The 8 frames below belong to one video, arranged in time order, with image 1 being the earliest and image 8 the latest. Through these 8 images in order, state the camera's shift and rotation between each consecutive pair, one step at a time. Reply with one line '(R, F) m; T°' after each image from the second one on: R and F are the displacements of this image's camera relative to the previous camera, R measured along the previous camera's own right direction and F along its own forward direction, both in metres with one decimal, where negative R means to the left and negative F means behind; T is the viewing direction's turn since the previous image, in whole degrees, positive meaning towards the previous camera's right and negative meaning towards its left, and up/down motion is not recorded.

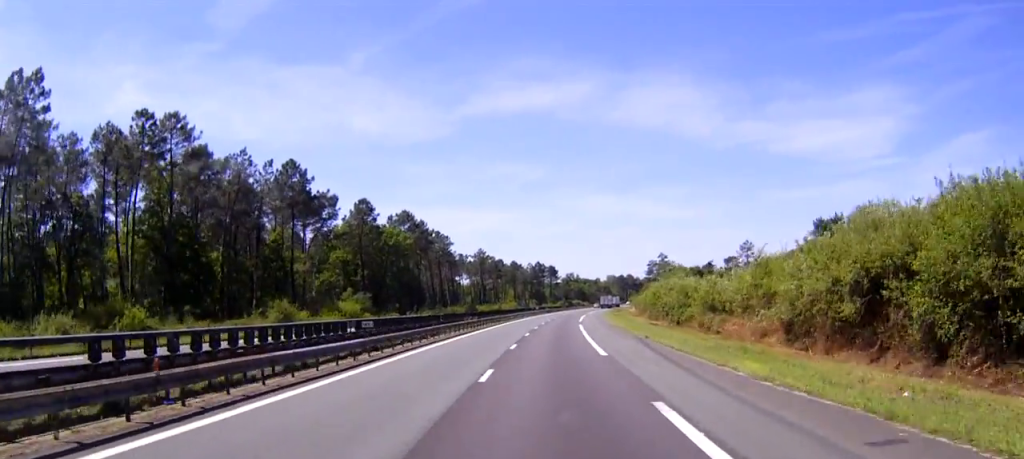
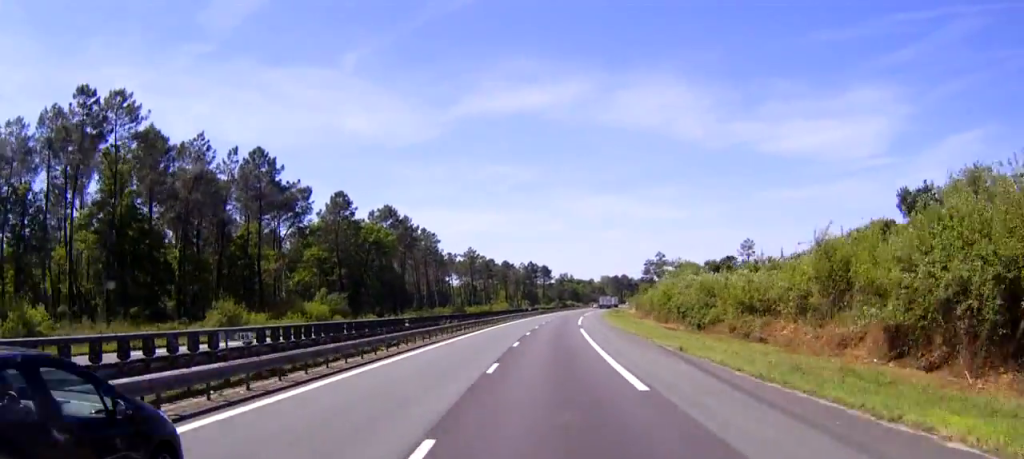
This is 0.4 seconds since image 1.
(0.0, +10.9) m; +1°
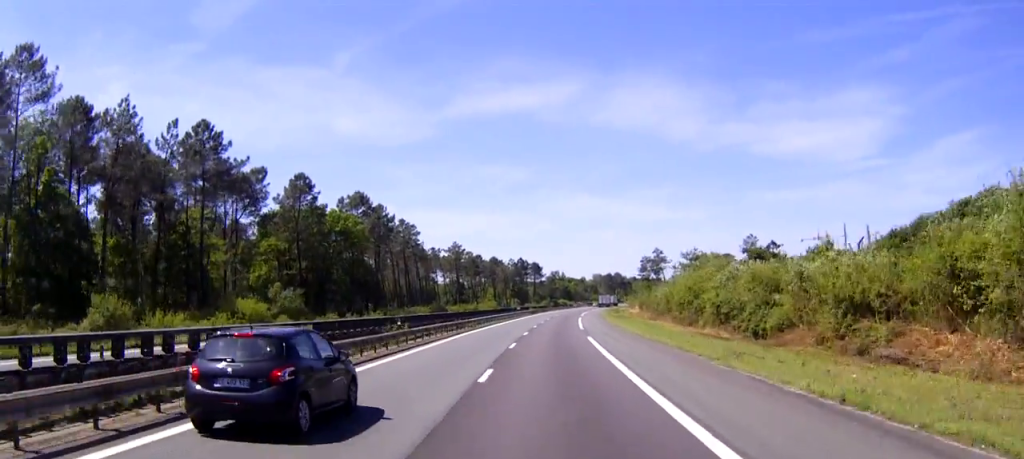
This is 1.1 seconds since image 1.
(-0.1, +16.0) m; +1°
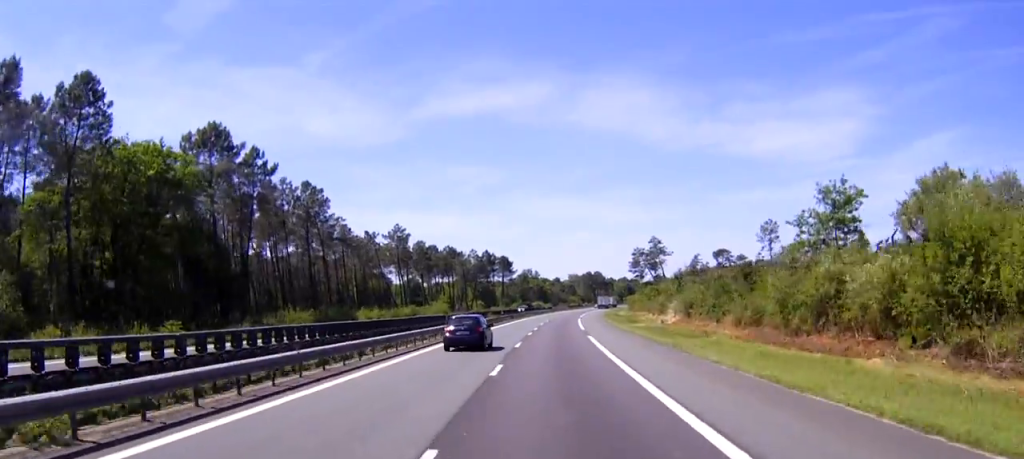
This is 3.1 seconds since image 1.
(+1.6, +50.6) m; +3°
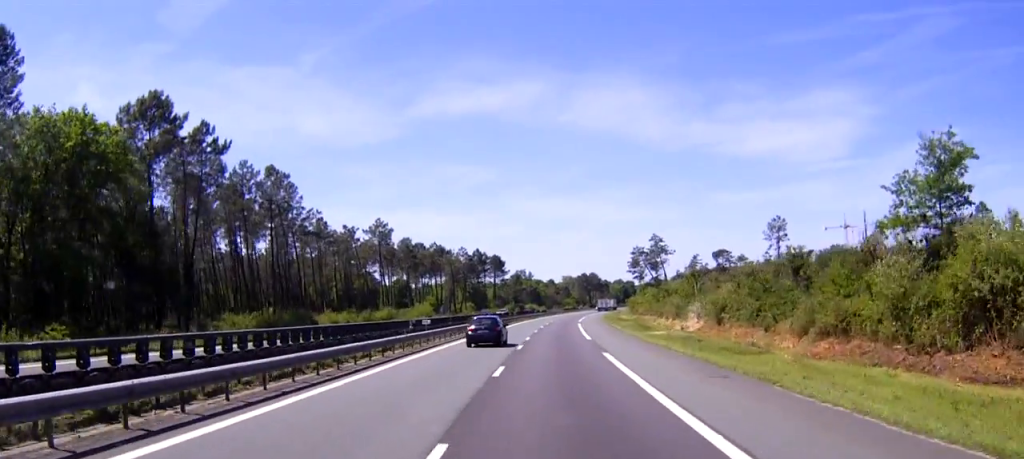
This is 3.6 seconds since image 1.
(+0.2, +12.4) m; +1°
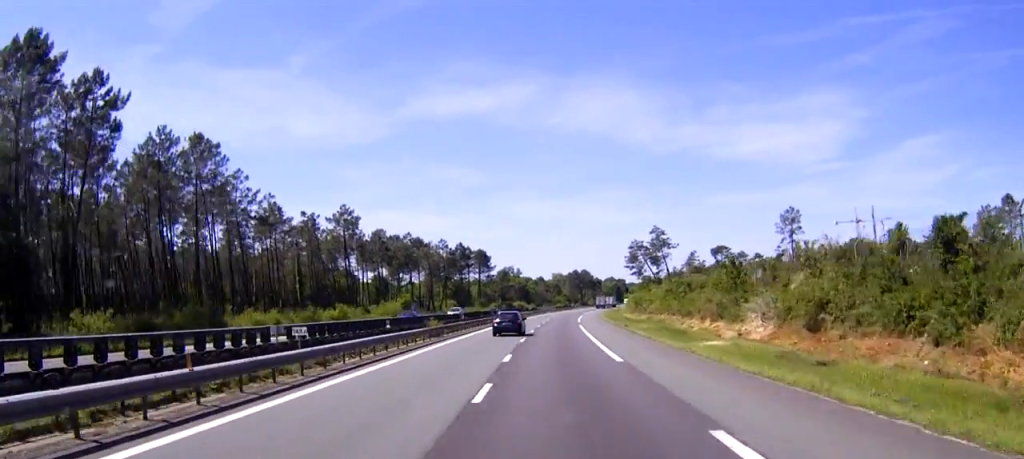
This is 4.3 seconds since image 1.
(+0.2, +19.1) m; +1°
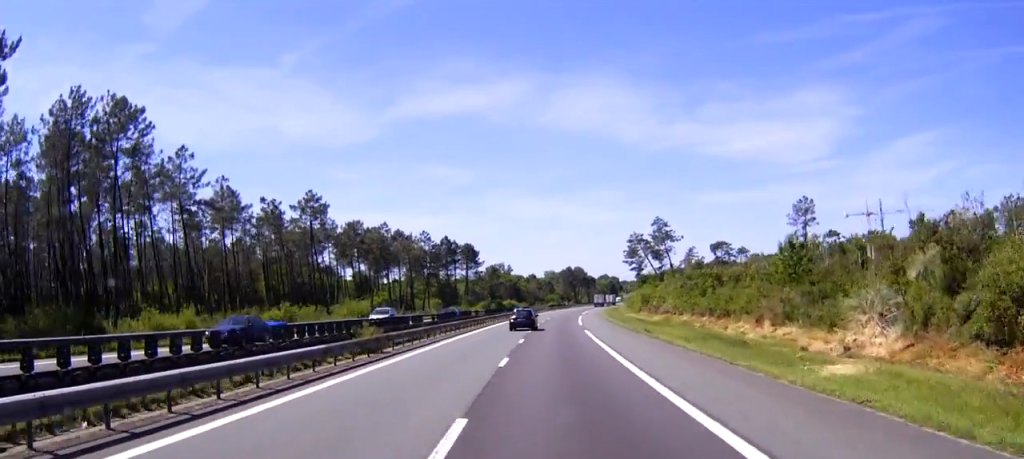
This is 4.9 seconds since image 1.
(0.0, +15.0) m; 0°
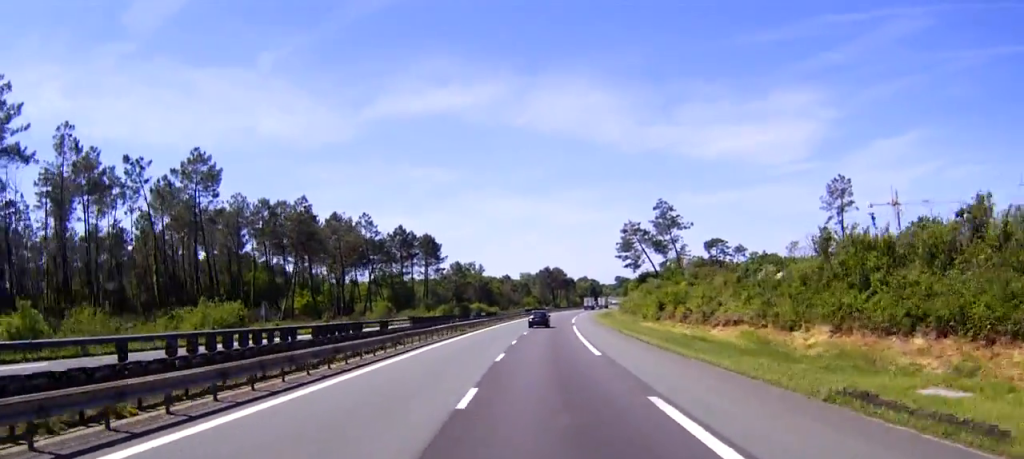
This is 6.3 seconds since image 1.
(+0.4, +33.5) m; +2°
